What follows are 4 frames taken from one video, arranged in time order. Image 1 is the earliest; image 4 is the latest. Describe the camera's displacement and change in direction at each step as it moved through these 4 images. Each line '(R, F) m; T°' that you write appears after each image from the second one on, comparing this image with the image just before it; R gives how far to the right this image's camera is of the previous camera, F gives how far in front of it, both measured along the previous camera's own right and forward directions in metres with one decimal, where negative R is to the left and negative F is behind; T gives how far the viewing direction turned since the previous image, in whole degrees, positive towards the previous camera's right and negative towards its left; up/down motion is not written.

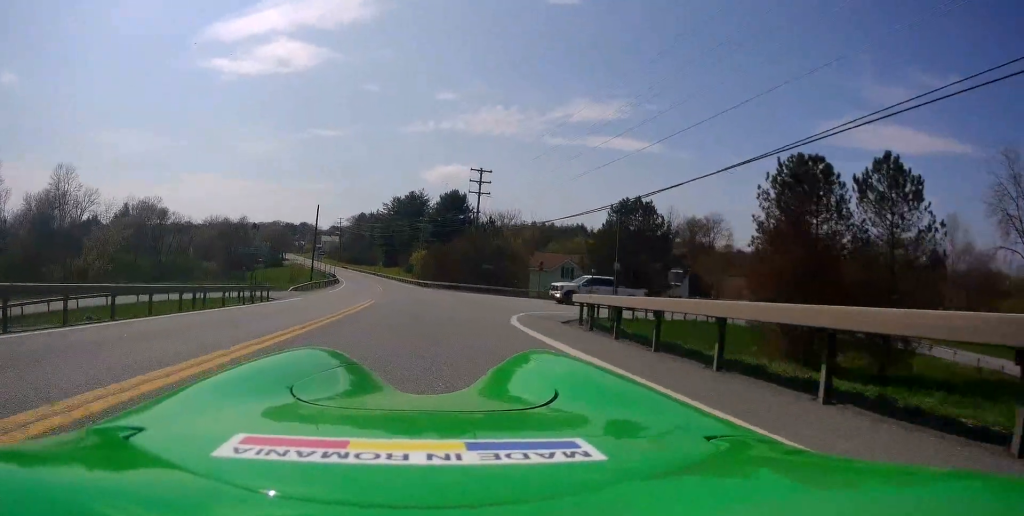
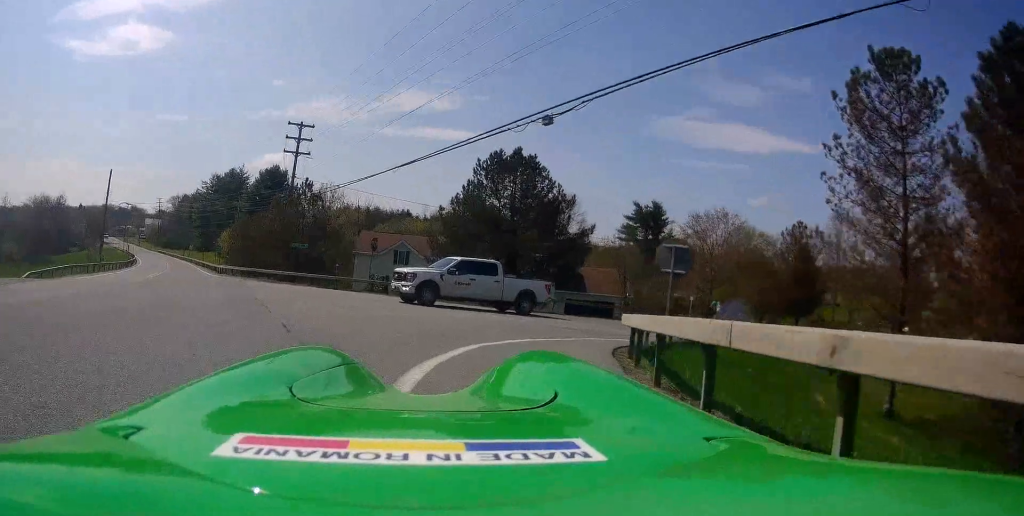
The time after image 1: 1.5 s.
(+1.1, +14.9) m; +12°
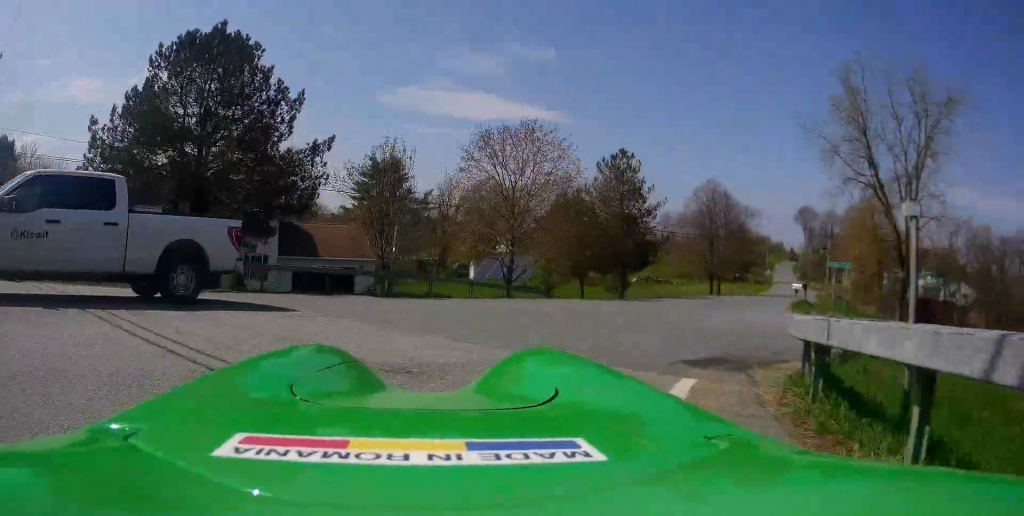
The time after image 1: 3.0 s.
(+2.4, +13.5) m; +20°
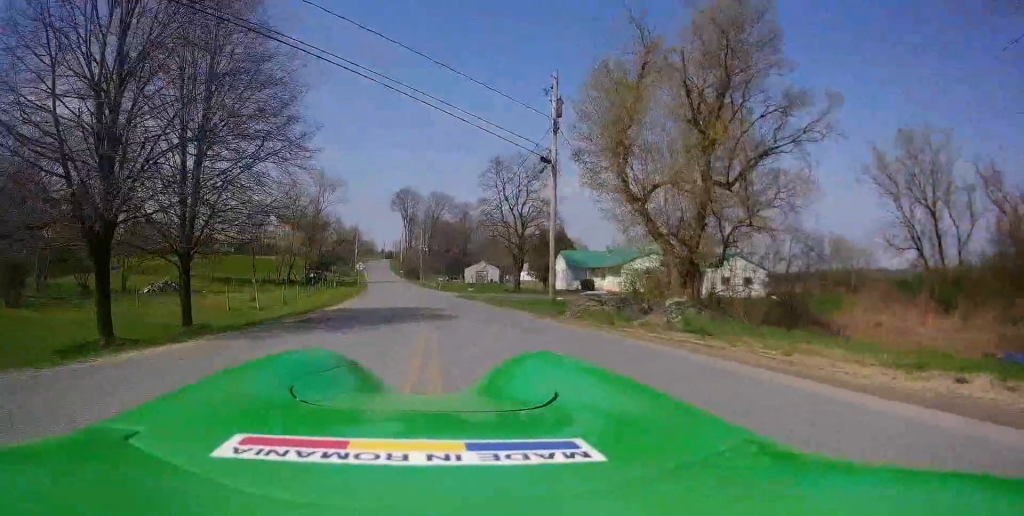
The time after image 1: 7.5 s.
(+22.9, +34.8) m; +50°
